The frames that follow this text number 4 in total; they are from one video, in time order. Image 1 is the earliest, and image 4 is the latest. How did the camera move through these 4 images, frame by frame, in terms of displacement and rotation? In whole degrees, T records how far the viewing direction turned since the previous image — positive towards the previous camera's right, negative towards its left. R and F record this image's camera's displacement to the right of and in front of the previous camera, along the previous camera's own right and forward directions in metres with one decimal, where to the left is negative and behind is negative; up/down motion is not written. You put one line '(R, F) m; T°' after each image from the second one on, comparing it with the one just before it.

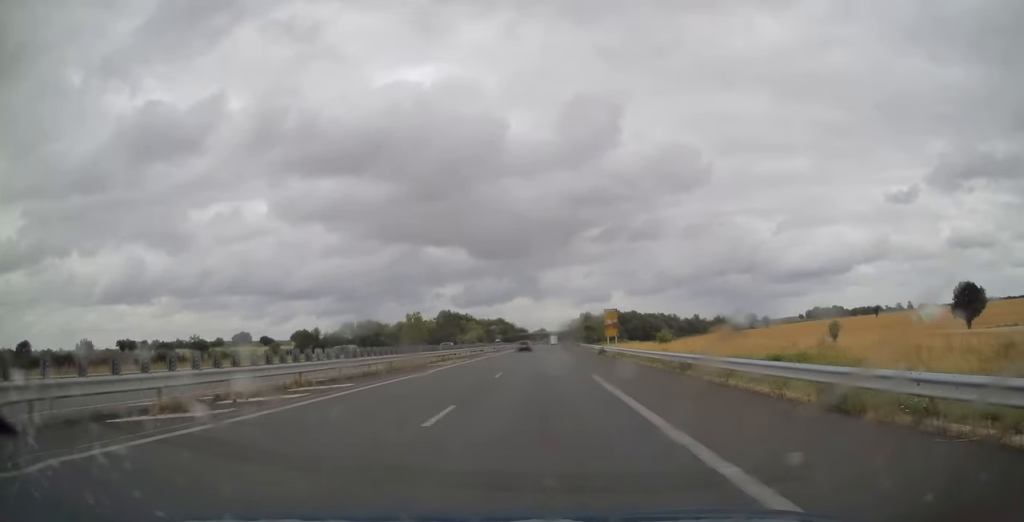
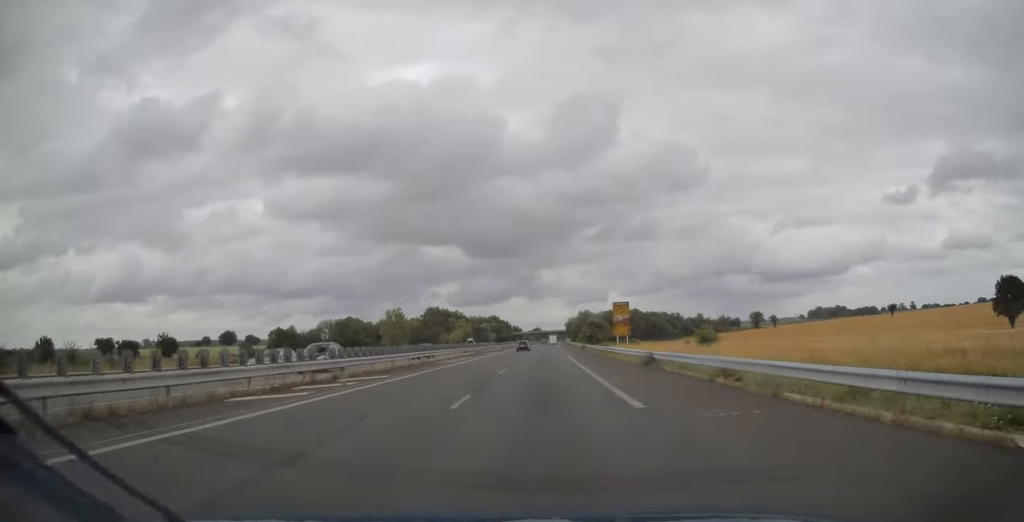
(+0.4, +23.7) m; 0°
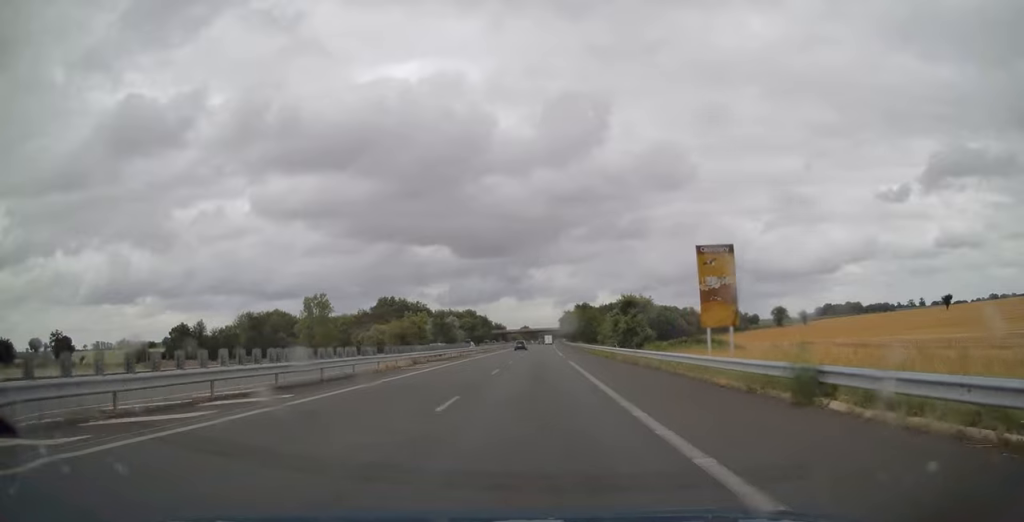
(+0.1, +65.7) m; +1°
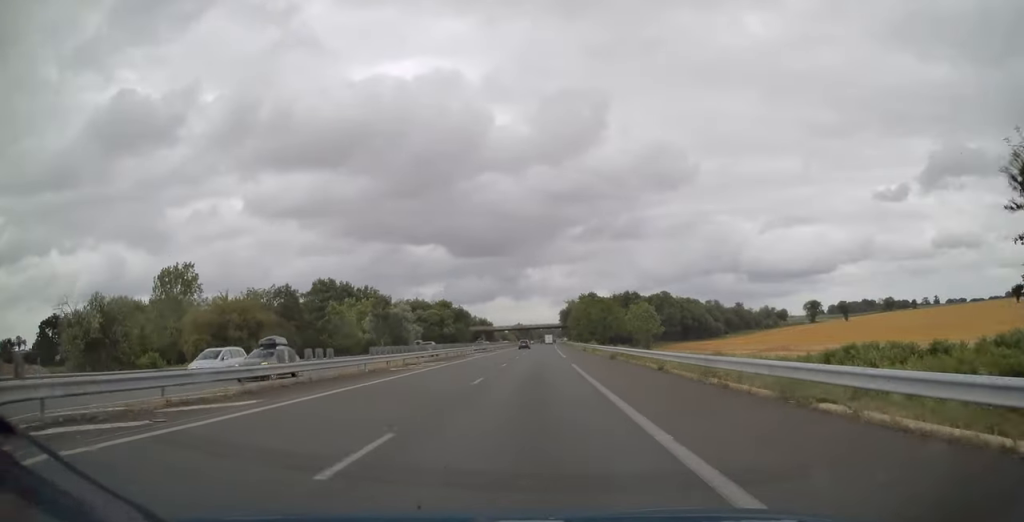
(+0.7, +57.9) m; +1°
